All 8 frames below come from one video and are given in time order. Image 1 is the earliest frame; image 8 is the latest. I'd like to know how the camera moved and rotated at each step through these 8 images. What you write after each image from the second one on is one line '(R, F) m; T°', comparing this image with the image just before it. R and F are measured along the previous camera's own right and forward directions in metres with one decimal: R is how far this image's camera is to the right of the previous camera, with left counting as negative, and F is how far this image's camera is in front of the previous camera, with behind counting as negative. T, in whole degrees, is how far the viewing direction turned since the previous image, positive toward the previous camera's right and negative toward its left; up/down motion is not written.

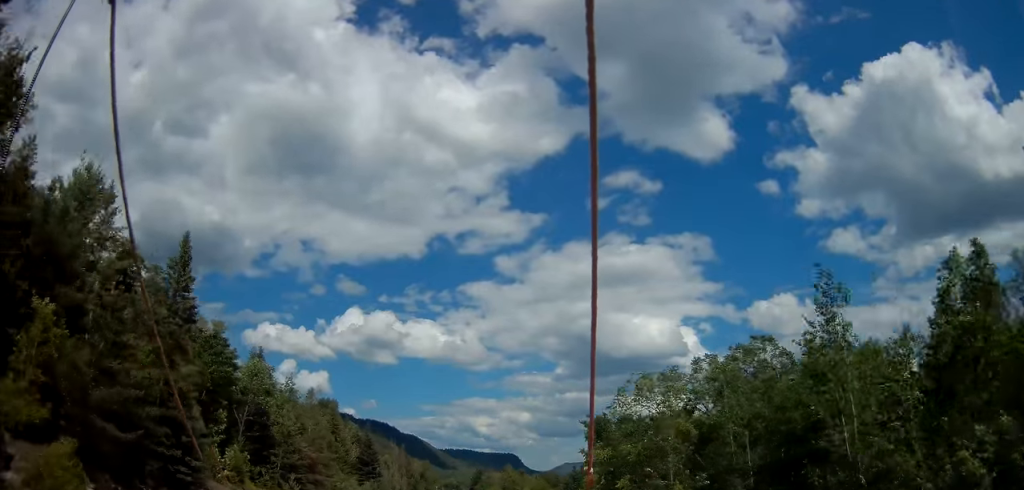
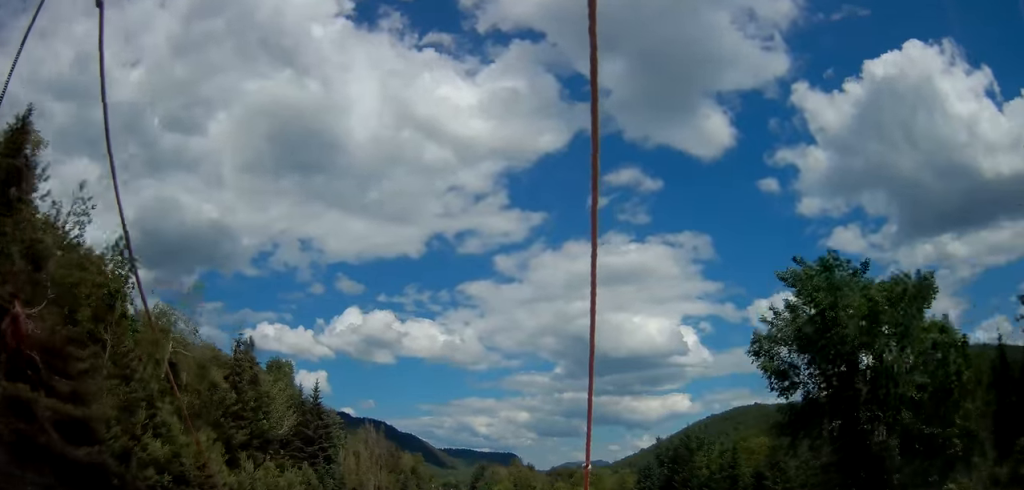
(-0.4, +41.2) m; -1°
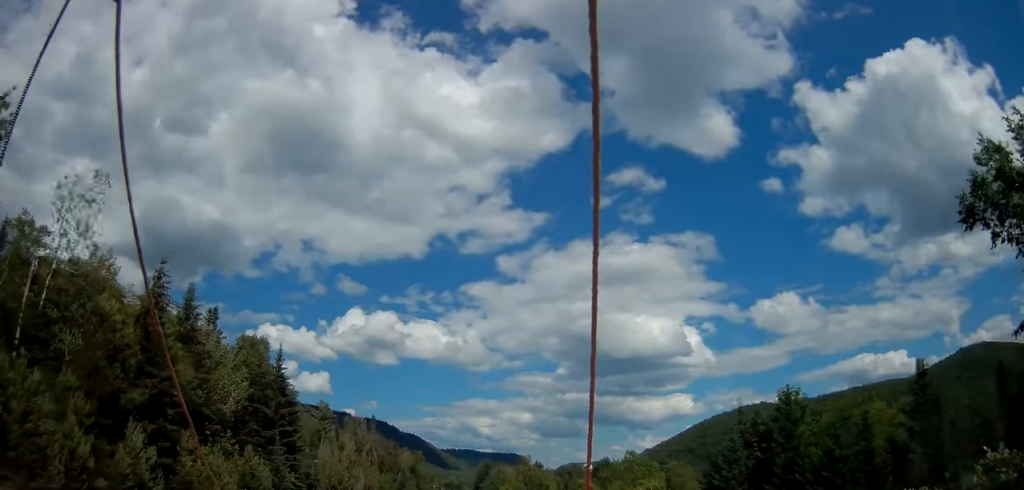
(-0.2, +16.4) m; 0°
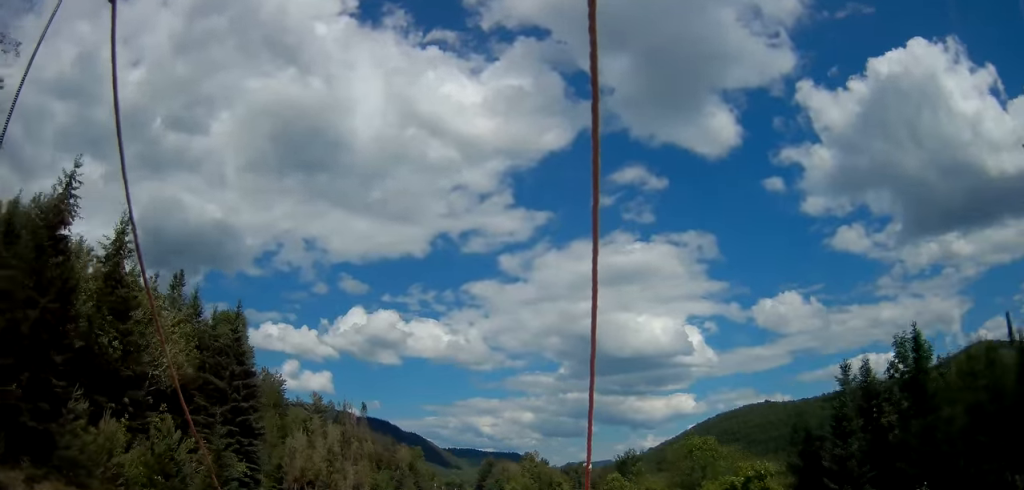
(+0.2, +12.2) m; 0°
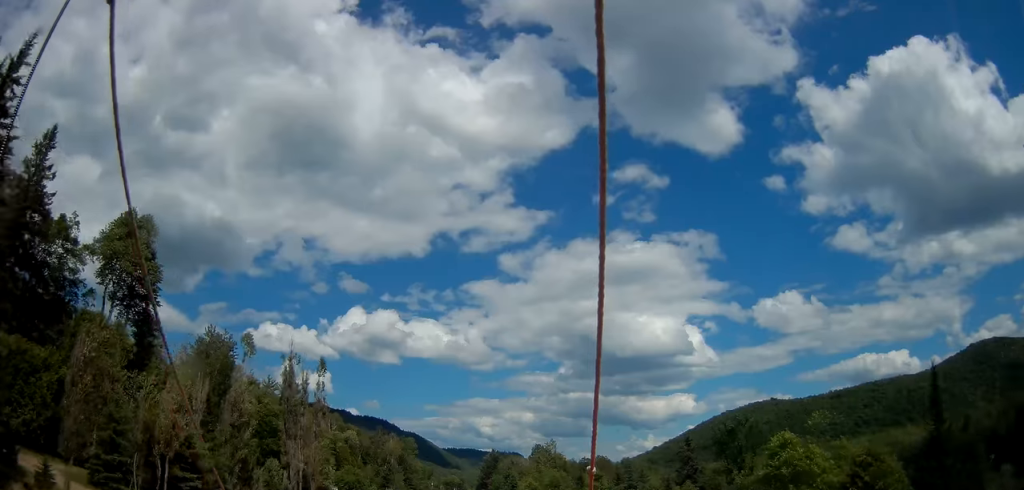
(+0.3, +30.4) m; 0°
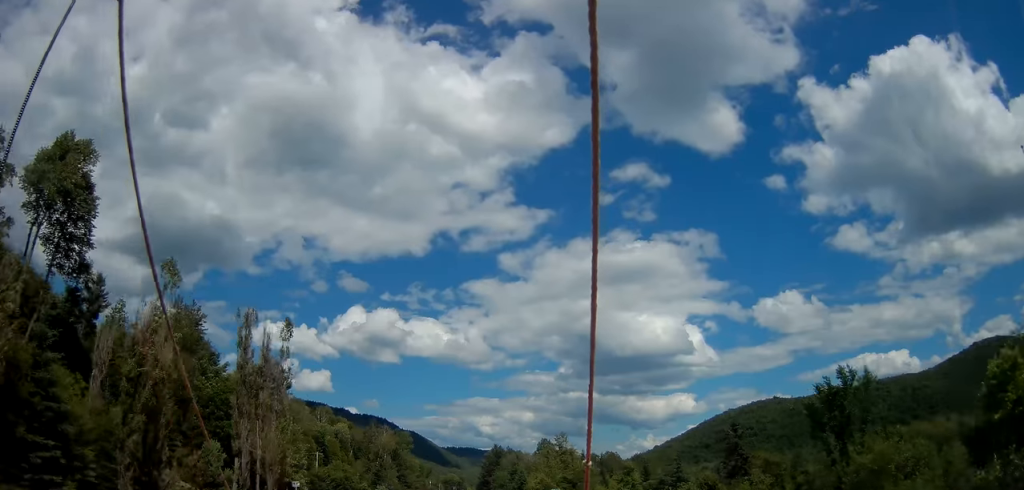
(0.0, +13.9) m; 0°
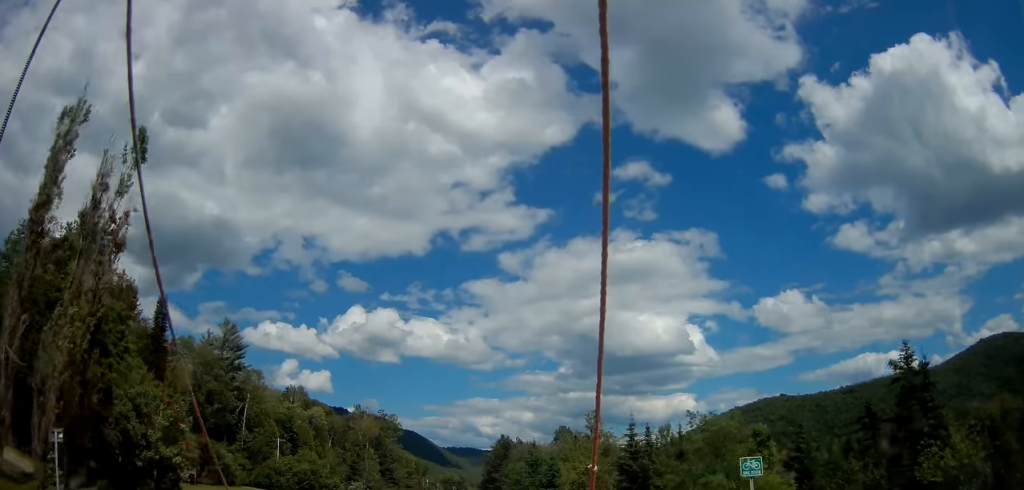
(-0.2, +28.7) m; 0°
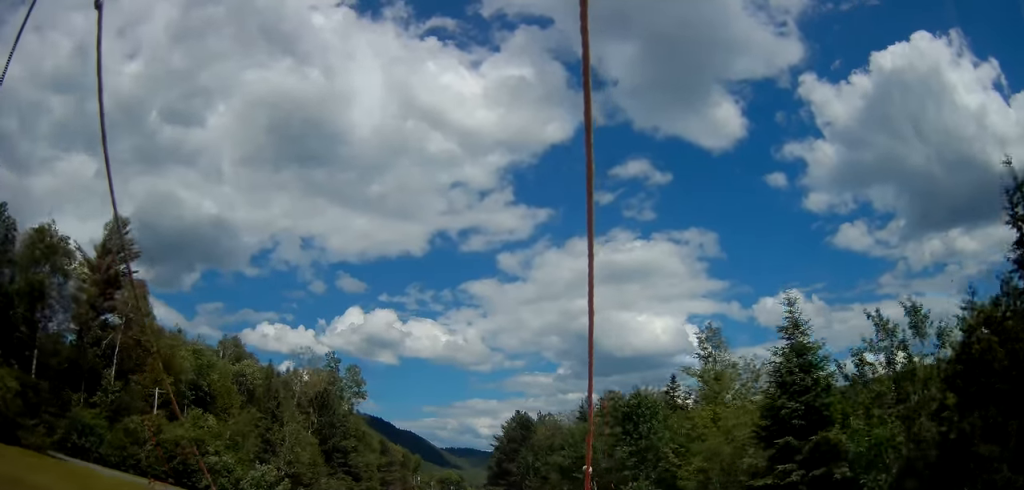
(-0.1, +43.9) m; 0°
